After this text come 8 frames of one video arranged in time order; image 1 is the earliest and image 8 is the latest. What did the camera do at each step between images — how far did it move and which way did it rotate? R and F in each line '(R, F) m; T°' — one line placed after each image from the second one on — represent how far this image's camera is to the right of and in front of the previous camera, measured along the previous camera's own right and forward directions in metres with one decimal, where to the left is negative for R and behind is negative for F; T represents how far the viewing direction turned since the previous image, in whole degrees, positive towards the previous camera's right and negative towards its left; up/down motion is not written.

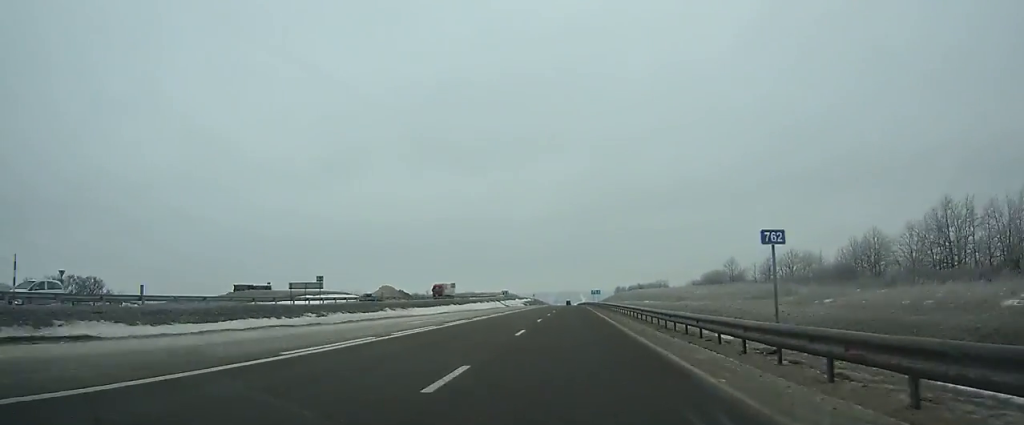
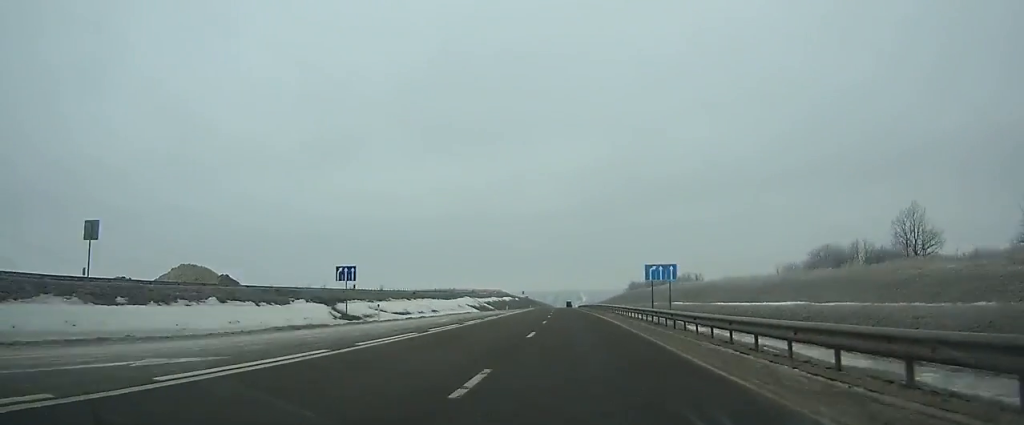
(-0.2, +85.1) m; 0°
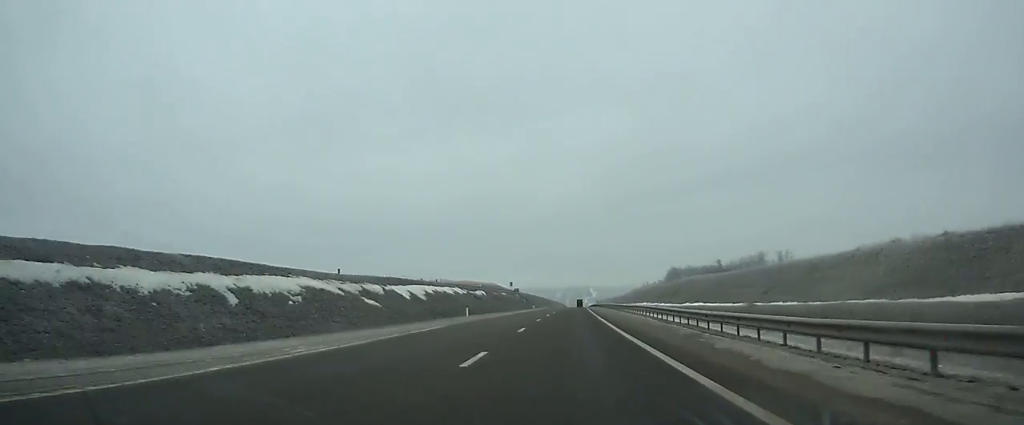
(-0.4, +93.6) m; 0°
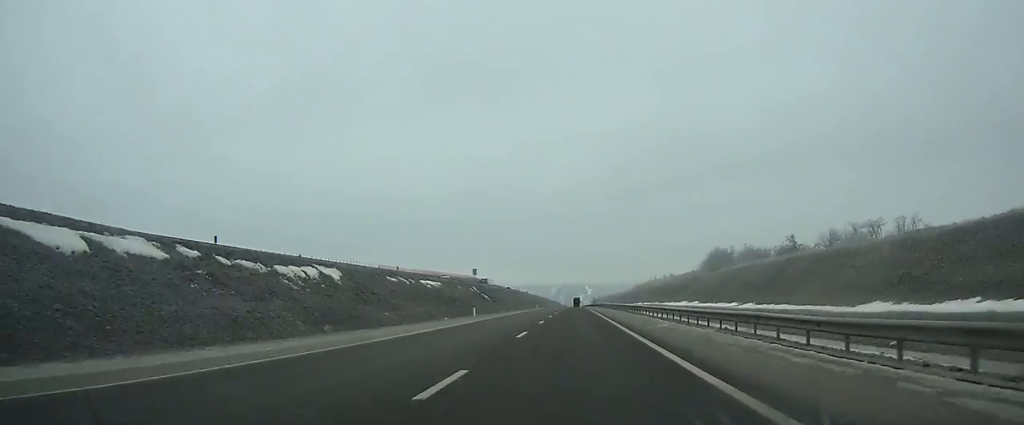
(0.0, +64.7) m; 0°
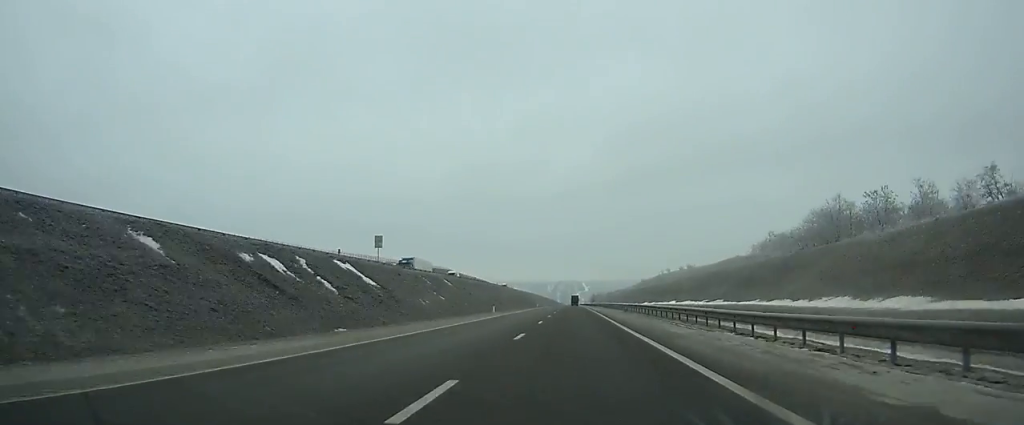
(+0.4, +61.9) m; 0°
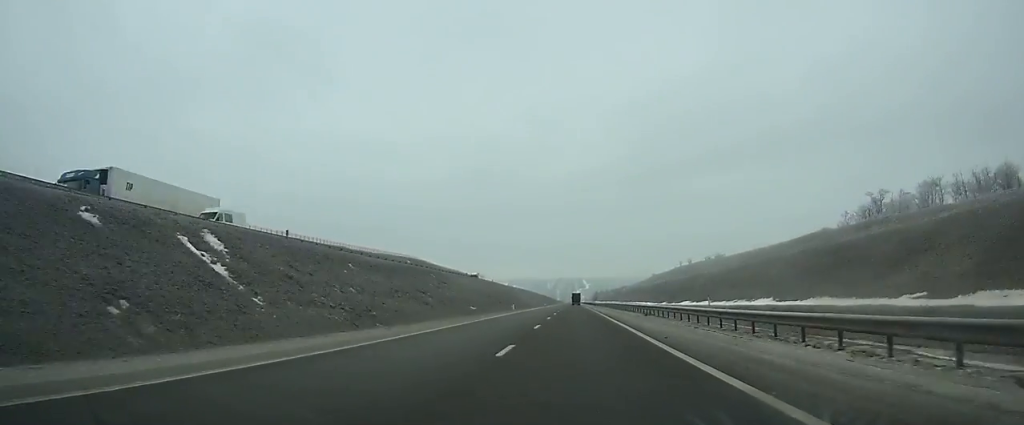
(0.0, +53.6) m; 0°
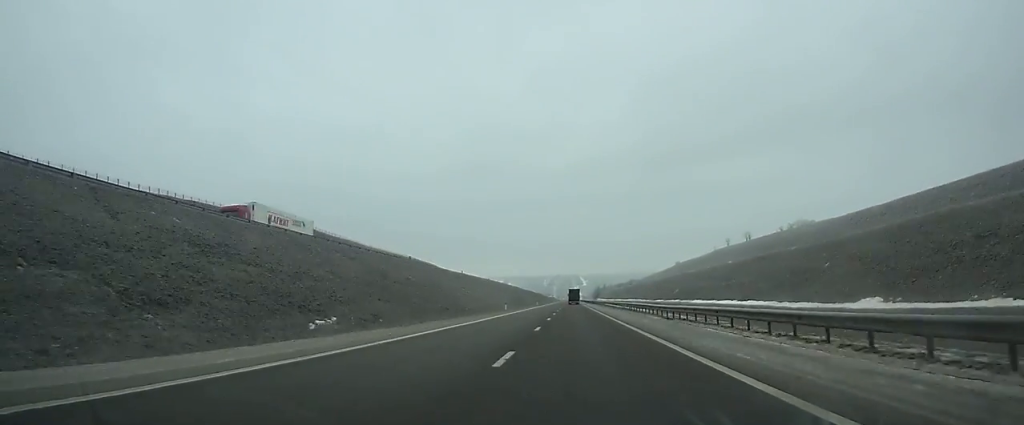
(0.0, +86.6) m; 0°
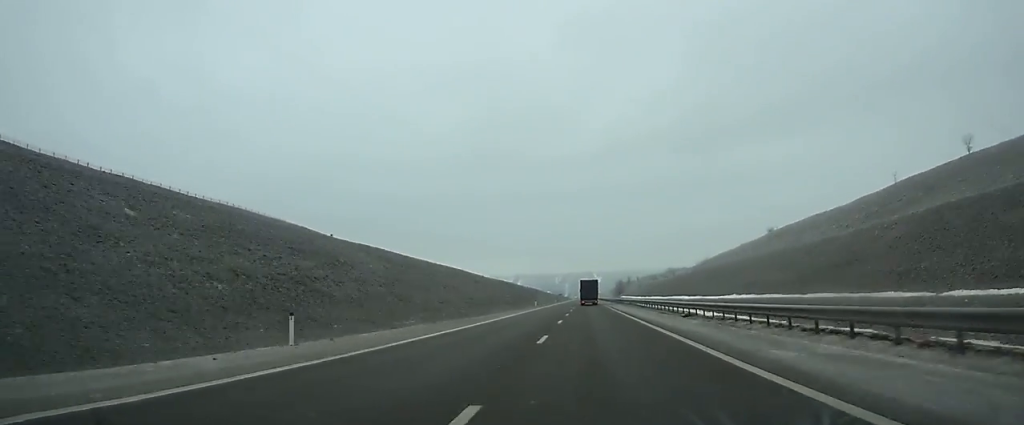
(-0.2, +117.5) m; 0°
